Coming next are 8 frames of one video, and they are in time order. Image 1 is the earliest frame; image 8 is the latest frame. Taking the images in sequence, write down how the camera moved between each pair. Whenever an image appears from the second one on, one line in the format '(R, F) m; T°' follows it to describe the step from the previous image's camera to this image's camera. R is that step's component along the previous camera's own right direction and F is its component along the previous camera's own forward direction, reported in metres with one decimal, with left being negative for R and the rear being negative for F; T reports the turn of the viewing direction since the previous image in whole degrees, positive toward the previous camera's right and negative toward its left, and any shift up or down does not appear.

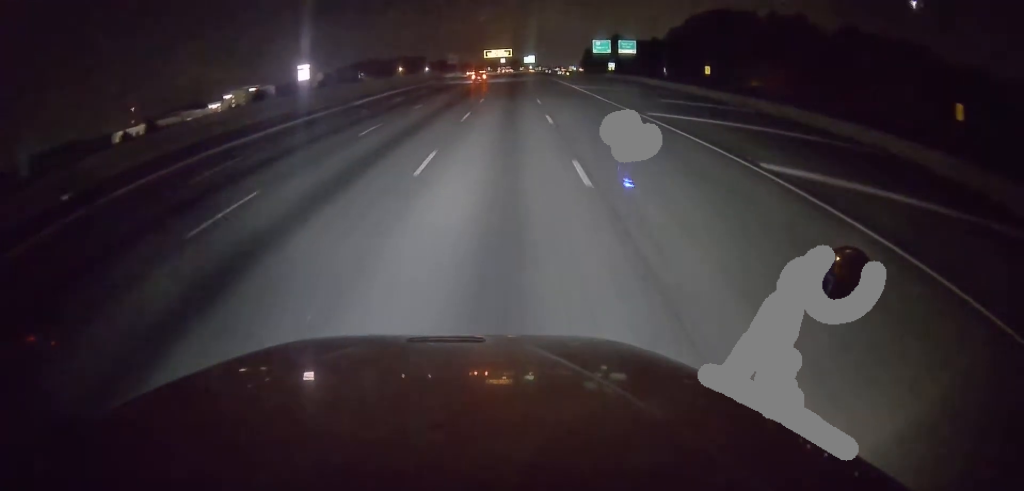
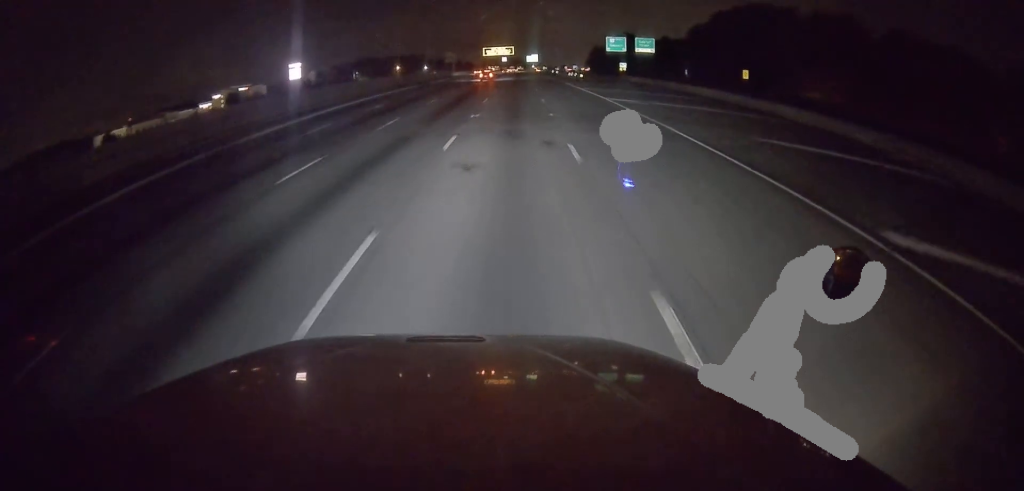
(+0.2, +20.6) m; 0°
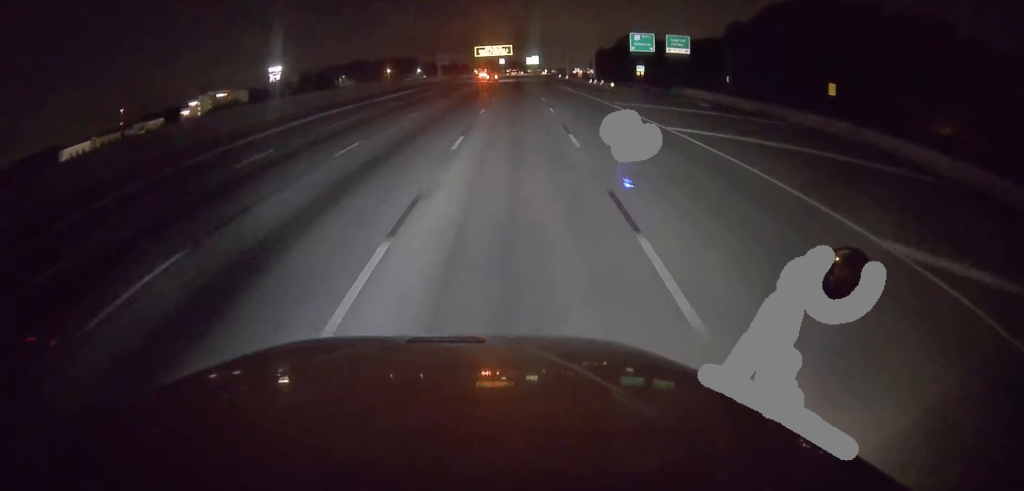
(+0.1, +32.0) m; 0°
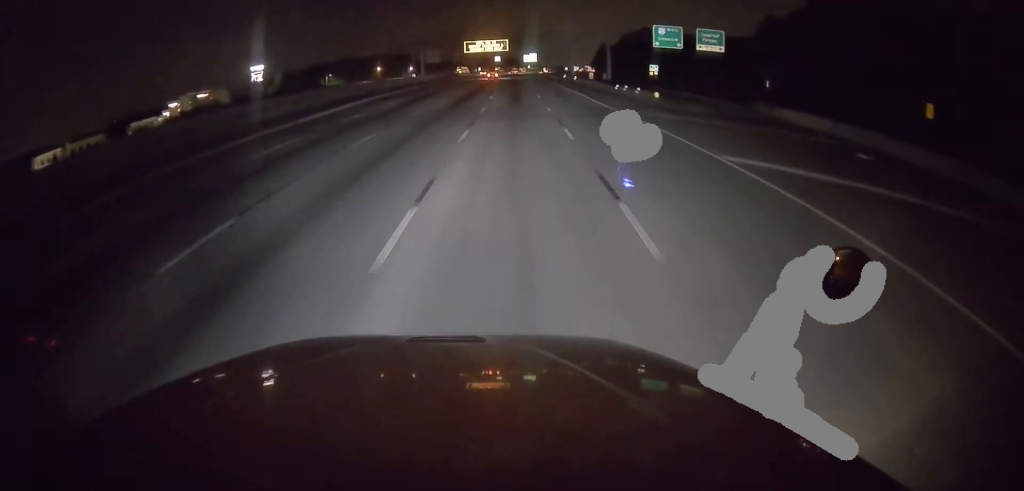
(-0.5, +22.0) m; 0°
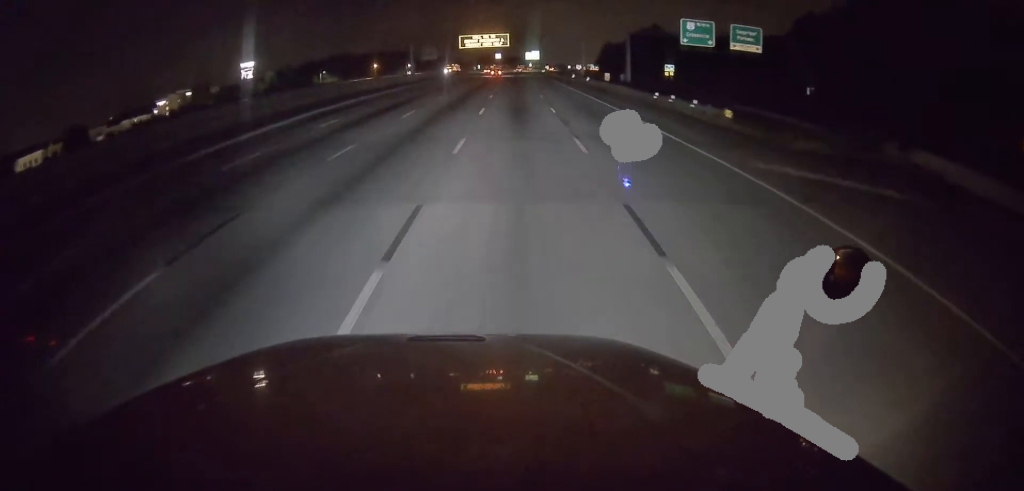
(+0.3, +15.0) m; 0°
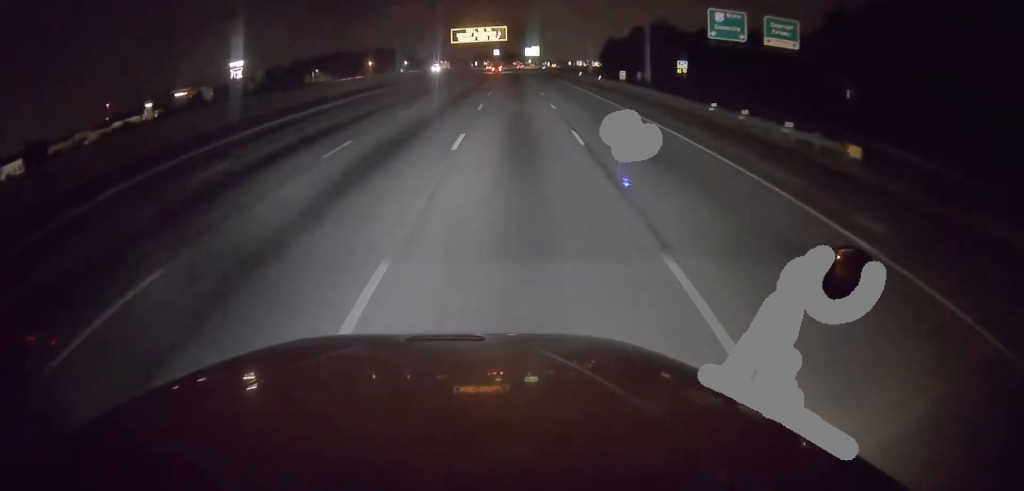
(+0.3, +12.2) m; 0°
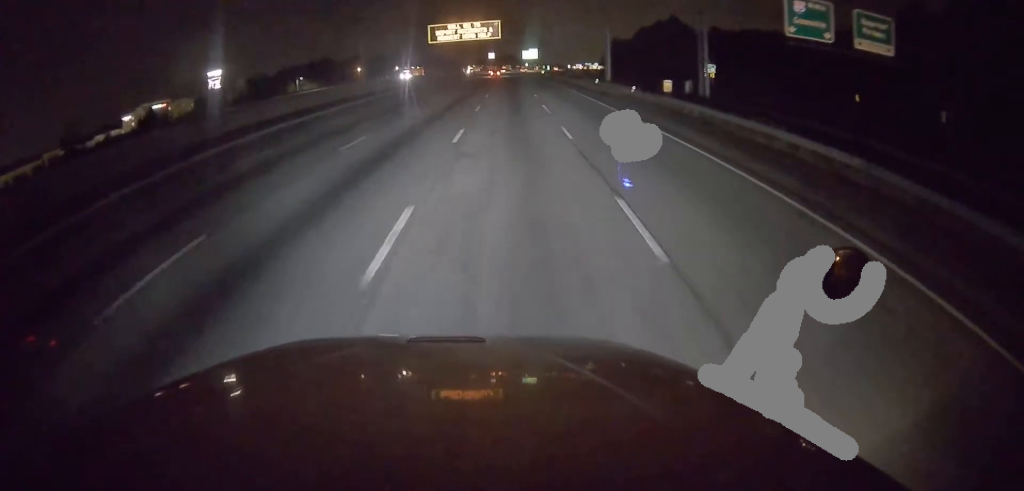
(-0.5, +22.1) m; 0°
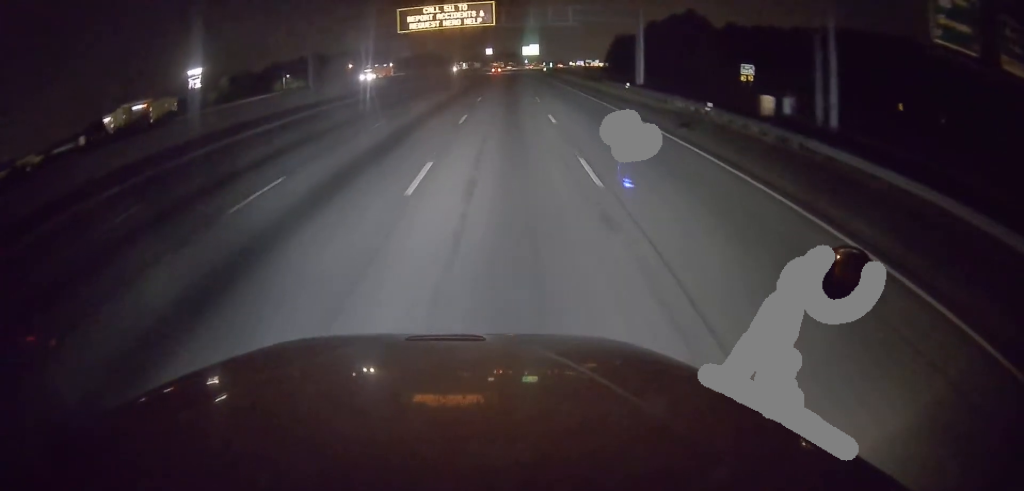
(+0.6, +19.2) m; +1°
